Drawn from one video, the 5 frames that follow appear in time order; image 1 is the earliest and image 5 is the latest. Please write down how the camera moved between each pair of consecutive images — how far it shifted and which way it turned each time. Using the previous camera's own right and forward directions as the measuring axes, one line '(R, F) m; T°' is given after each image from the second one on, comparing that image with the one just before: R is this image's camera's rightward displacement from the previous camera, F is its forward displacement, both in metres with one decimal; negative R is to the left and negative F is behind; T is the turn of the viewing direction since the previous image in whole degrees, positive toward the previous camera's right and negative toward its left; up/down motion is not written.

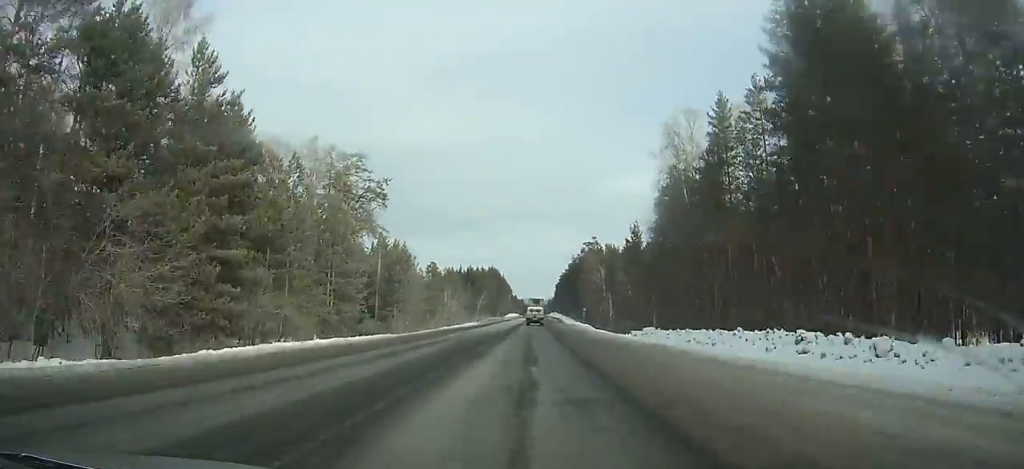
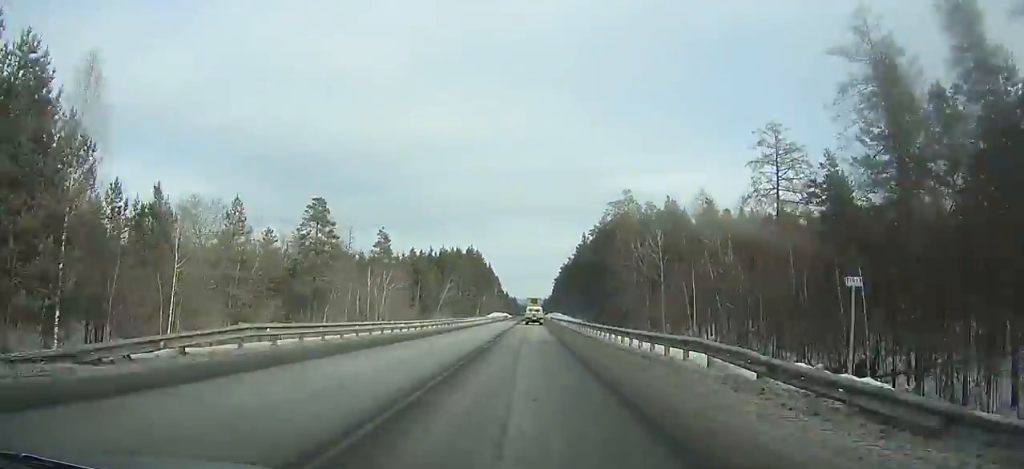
(+1.3, +75.7) m; +1°
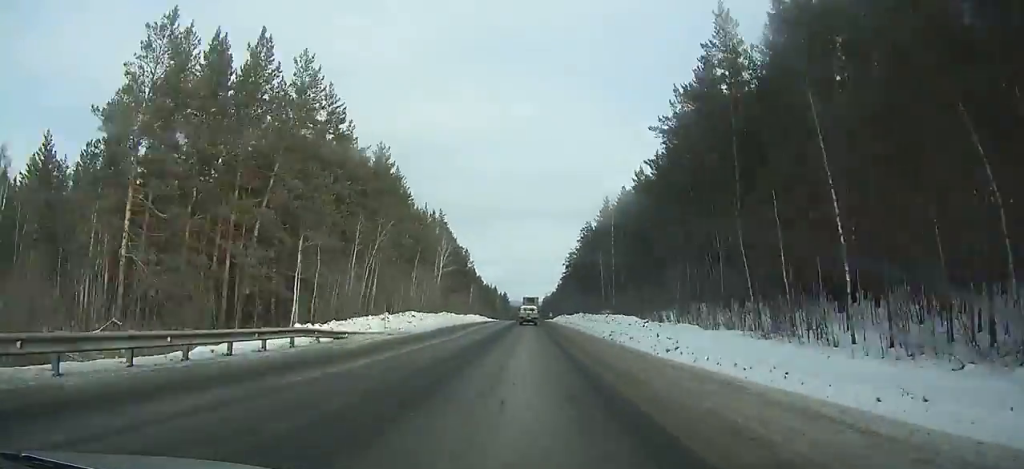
(+0.5, +138.8) m; 0°
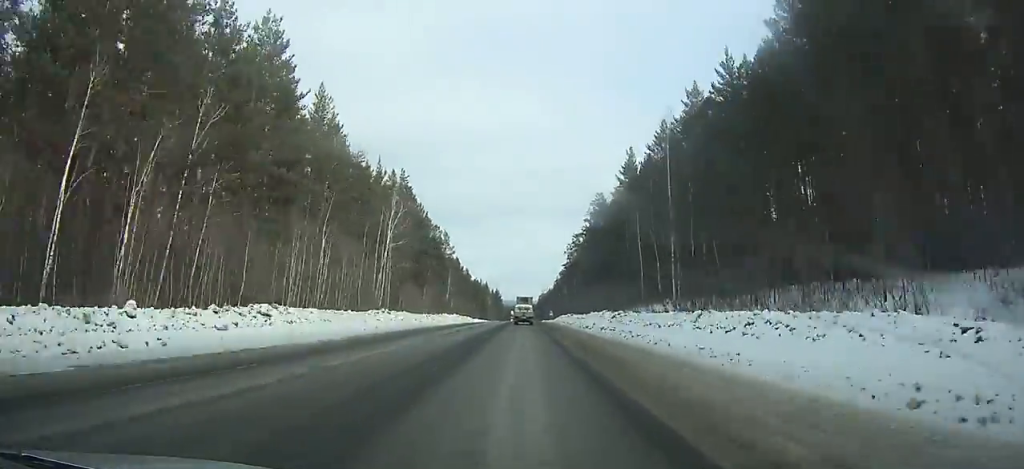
(0.0, +35.9) m; 0°
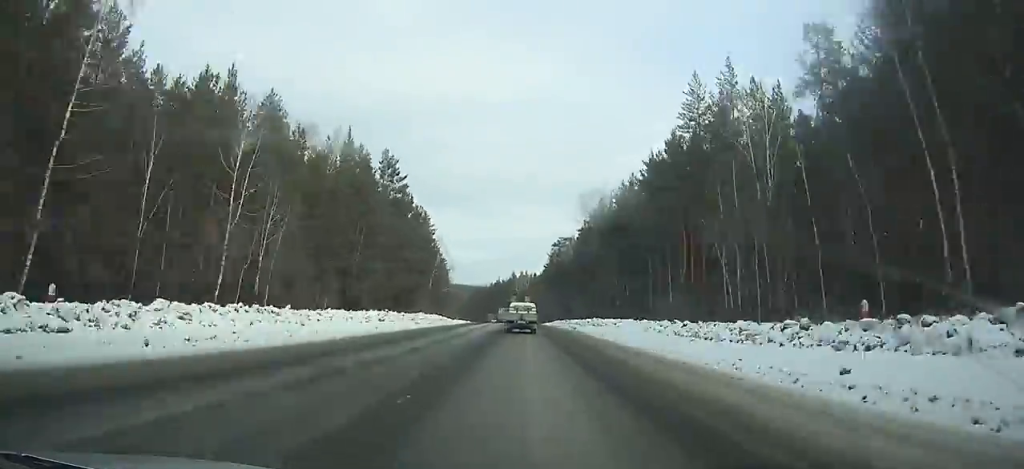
(-1.1, +275.5) m; 0°
